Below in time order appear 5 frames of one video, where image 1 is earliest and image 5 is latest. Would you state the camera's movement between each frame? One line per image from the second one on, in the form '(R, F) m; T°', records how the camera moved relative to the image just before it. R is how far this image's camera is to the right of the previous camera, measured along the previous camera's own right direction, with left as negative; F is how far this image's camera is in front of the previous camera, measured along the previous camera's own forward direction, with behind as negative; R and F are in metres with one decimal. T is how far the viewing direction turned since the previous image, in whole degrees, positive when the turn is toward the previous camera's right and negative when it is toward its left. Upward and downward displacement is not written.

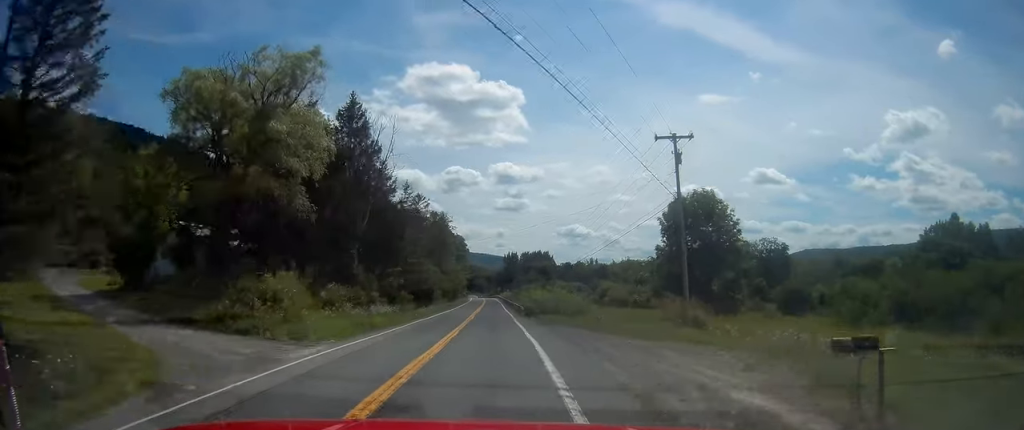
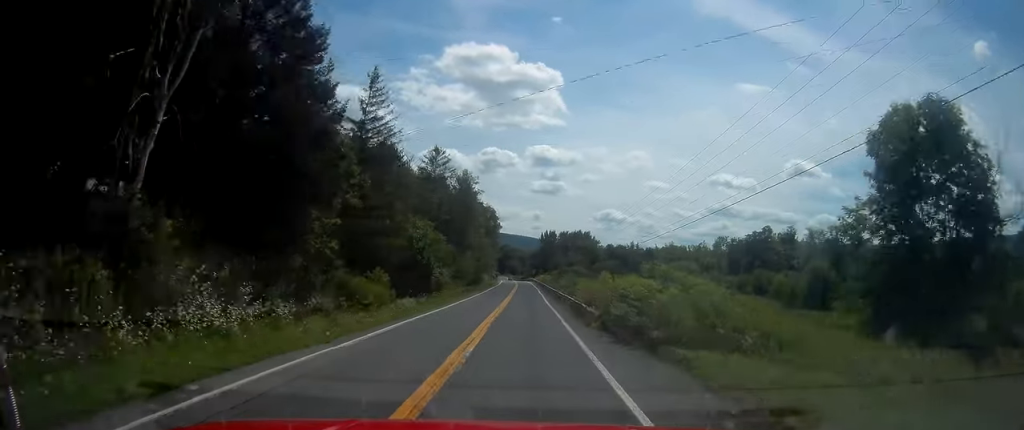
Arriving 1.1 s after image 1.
(-0.8, +27.9) m; -1°
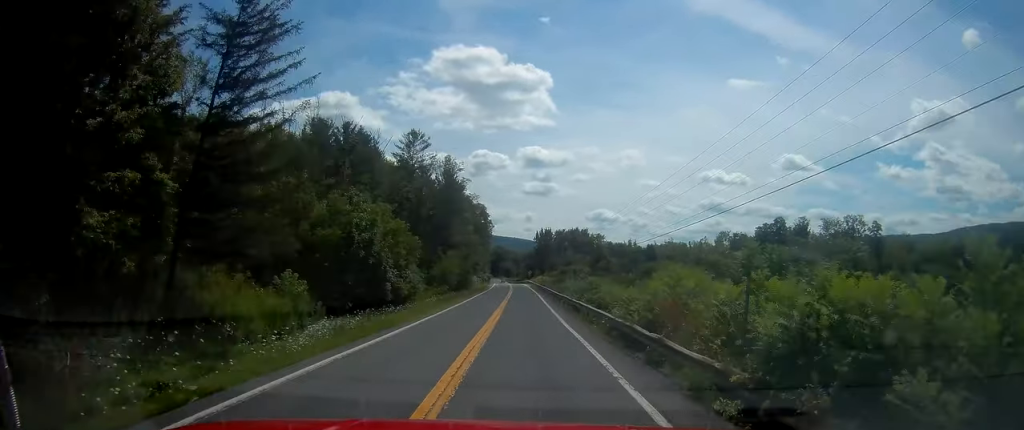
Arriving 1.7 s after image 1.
(0.0, +14.7) m; 0°
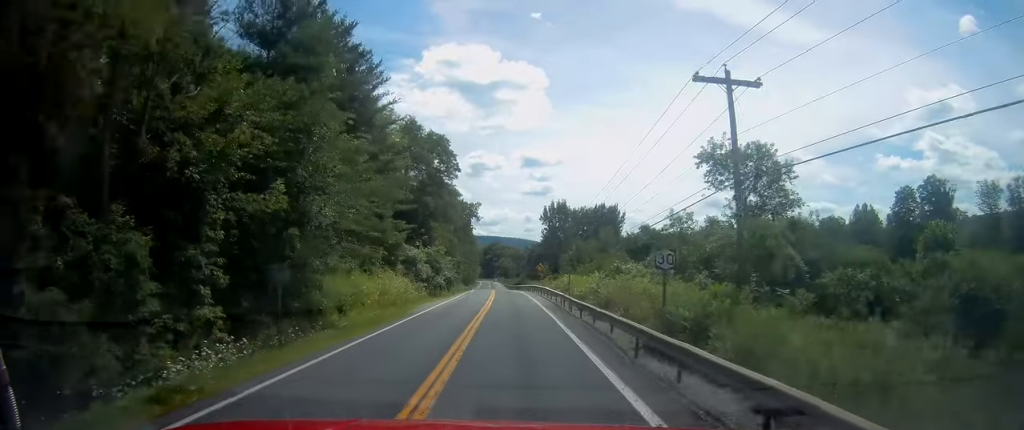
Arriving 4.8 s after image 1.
(+0.7, +78.9) m; 0°
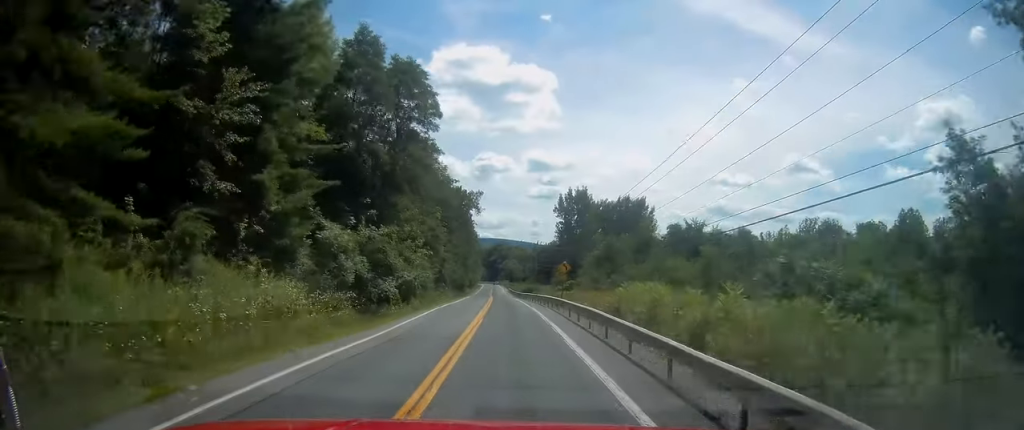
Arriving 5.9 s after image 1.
(-0.5, +27.9) m; -1°
